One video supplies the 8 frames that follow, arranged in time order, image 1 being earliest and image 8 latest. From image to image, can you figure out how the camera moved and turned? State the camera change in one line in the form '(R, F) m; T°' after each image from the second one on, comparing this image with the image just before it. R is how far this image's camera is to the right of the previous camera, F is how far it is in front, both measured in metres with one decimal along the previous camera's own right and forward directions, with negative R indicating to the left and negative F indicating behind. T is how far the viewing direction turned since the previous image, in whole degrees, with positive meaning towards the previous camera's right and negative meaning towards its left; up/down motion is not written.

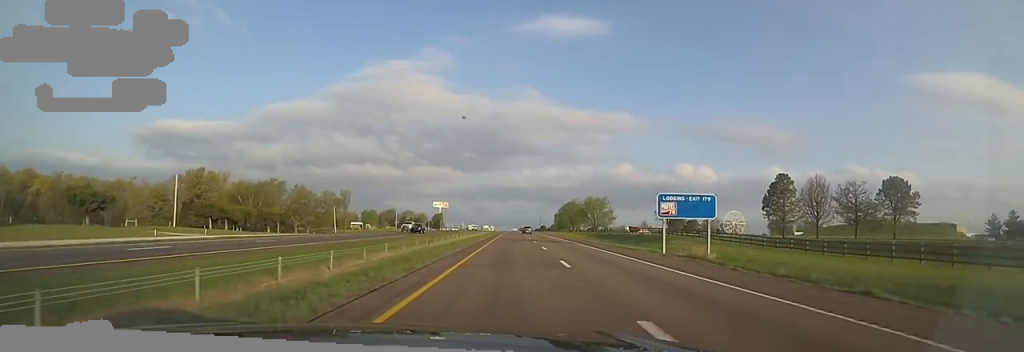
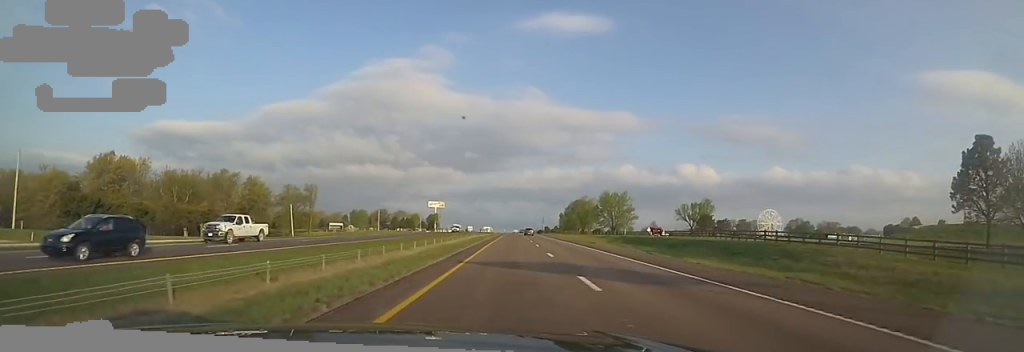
(+0.2, +30.2) m; 0°
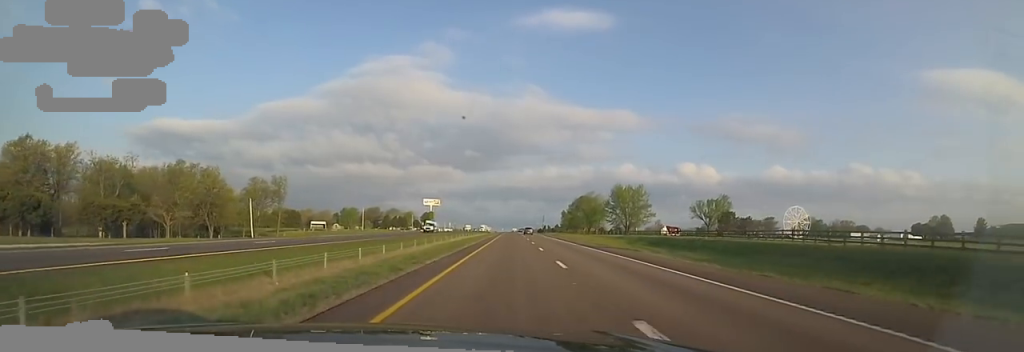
(0.0, +19.1) m; 0°
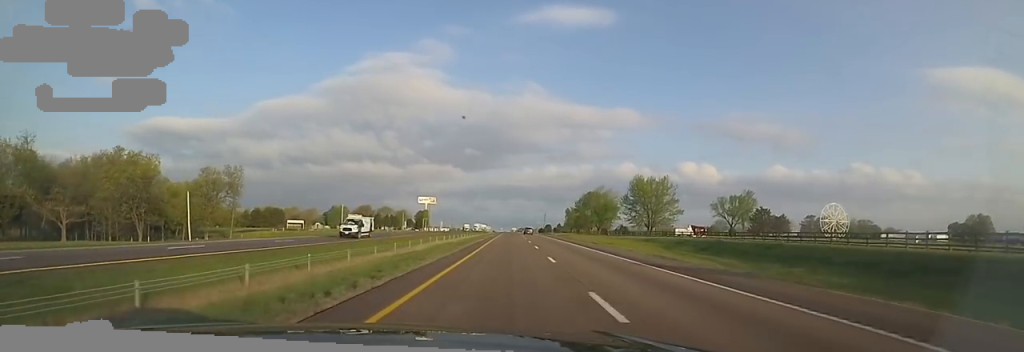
(-0.6, +21.2) m; +1°
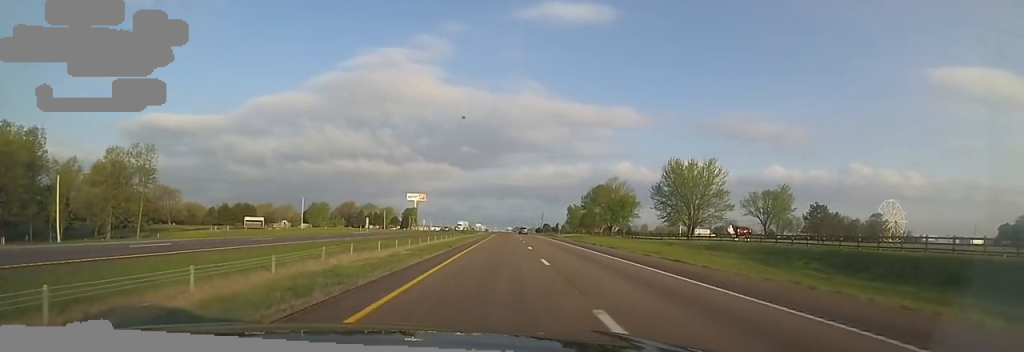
(+0.7, +27.0) m; +1°
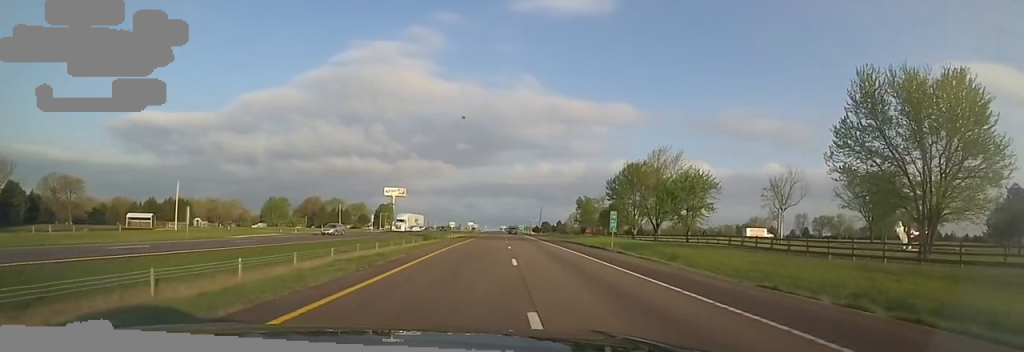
(+0.4, +49.8) m; -1°
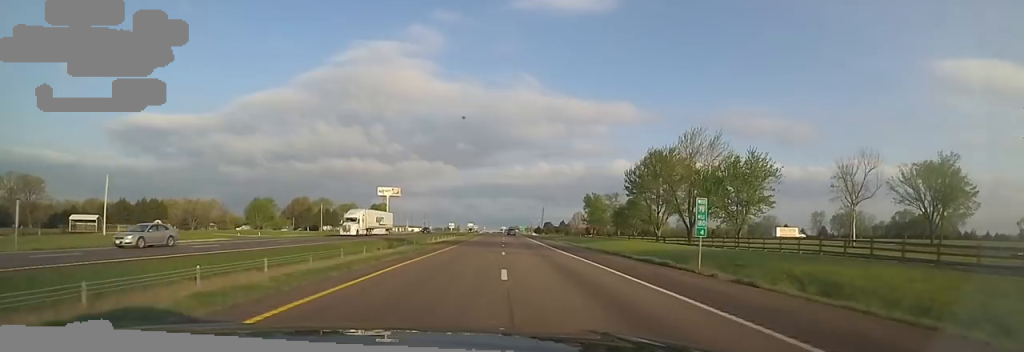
(-0.4, +16.7) m; 0°
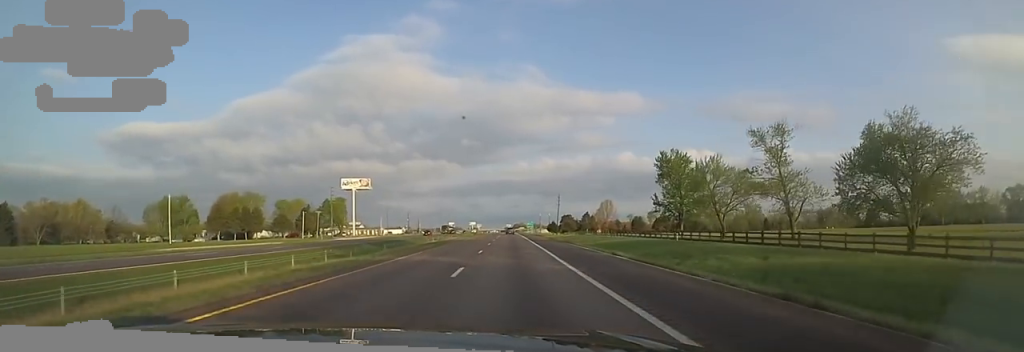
(+1.5, +73.7) m; +2°
